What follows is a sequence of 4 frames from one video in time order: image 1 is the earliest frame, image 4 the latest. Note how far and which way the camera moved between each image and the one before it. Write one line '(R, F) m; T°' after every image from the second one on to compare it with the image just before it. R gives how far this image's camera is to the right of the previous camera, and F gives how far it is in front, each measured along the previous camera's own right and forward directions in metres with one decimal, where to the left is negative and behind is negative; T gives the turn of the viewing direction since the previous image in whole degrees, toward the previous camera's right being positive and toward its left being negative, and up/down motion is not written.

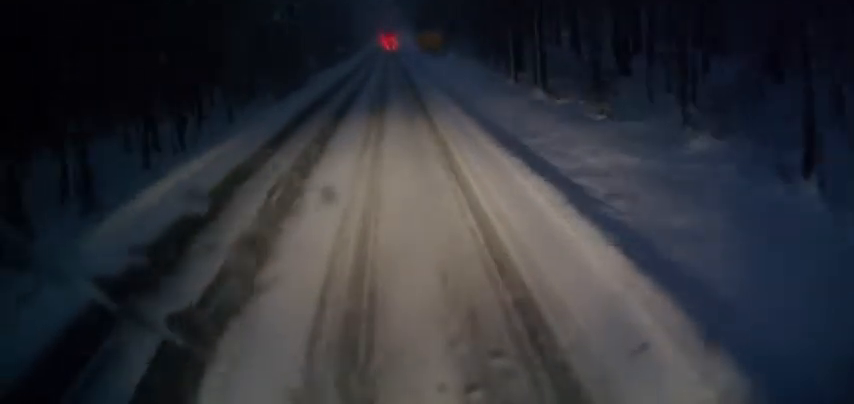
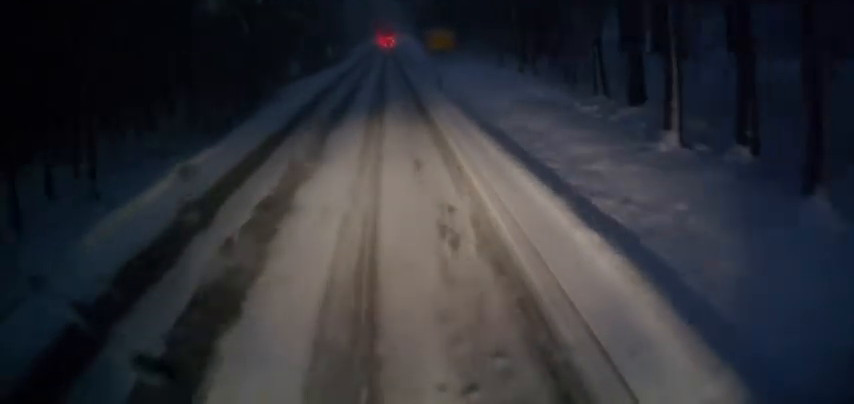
(+0.5, +13.9) m; +1°
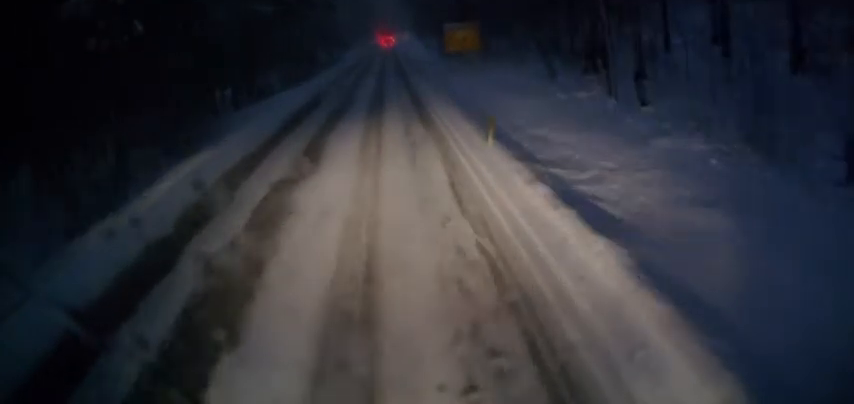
(-0.4, +11.9) m; +1°
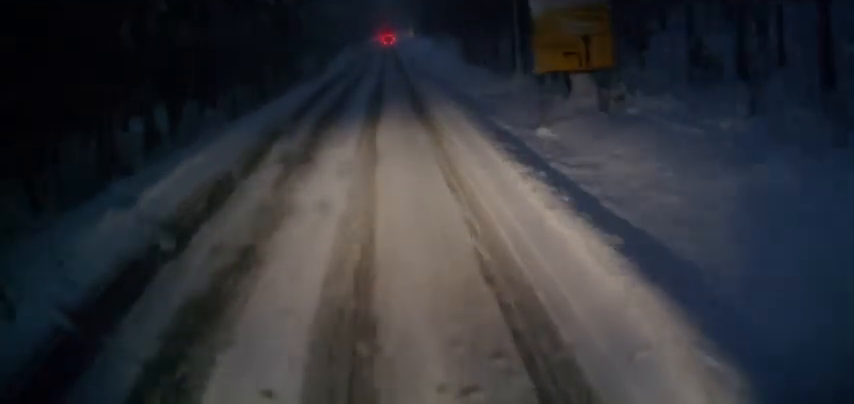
(+0.6, +21.5) m; 0°
